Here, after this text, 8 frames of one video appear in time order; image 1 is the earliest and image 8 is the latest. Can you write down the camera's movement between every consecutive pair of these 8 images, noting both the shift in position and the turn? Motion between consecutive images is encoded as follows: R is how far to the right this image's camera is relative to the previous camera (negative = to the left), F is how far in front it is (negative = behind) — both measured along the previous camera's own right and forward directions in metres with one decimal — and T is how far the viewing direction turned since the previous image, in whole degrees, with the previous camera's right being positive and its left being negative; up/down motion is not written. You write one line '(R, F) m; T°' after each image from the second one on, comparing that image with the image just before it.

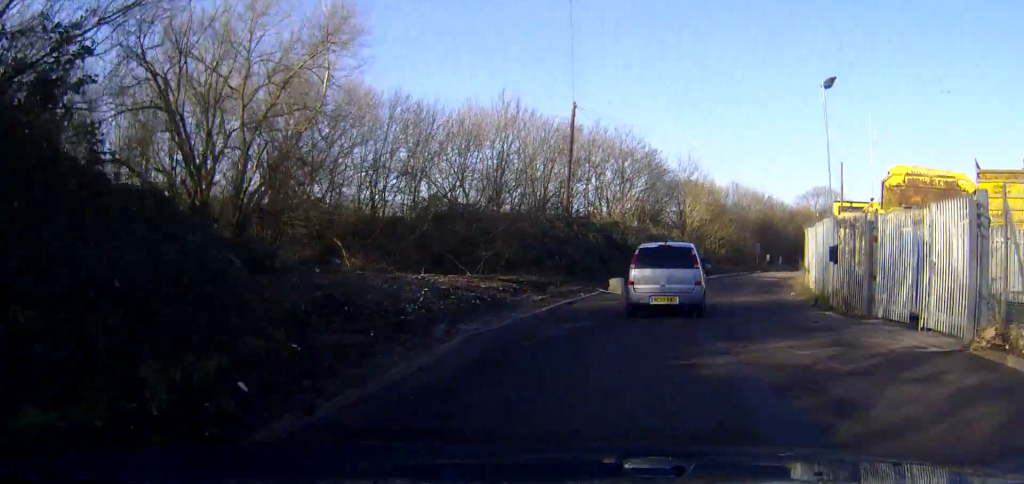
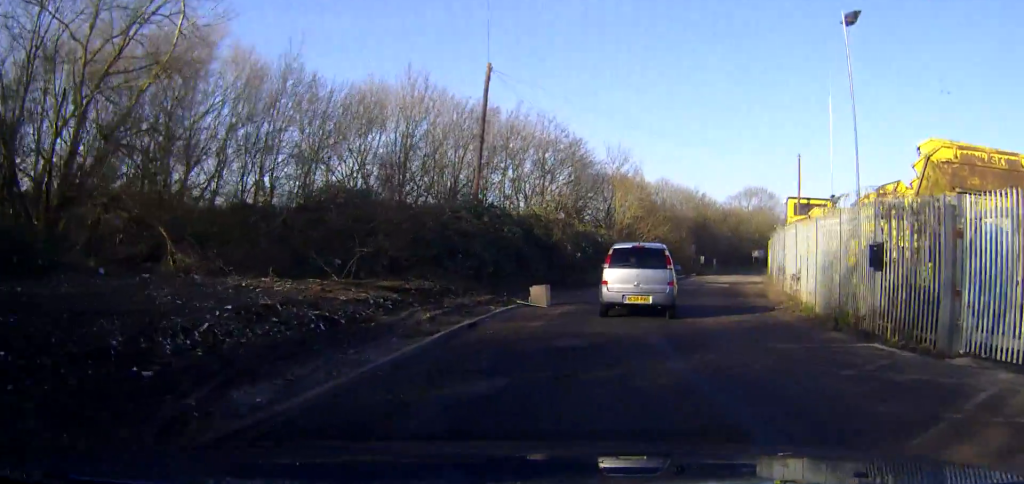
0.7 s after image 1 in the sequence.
(+0.5, +7.2) m; +7°
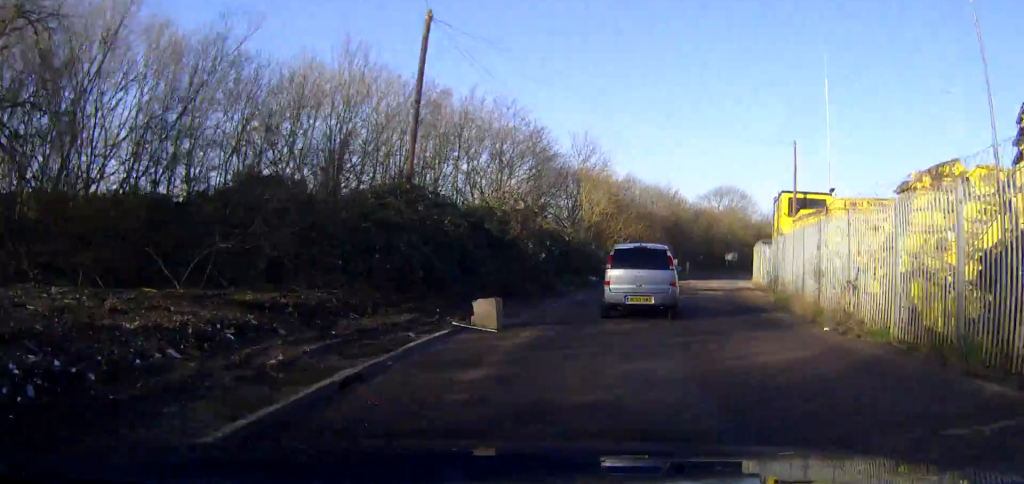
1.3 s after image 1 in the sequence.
(+0.2, +6.6) m; +6°
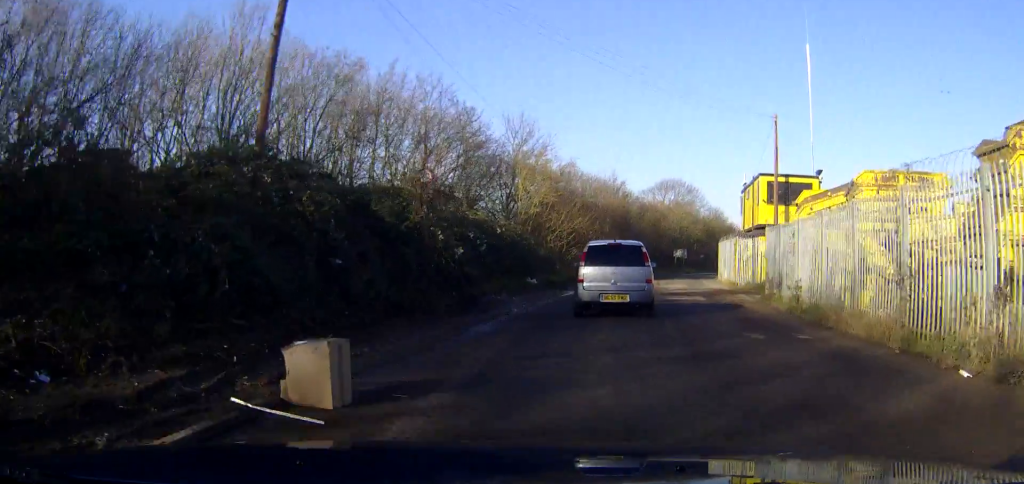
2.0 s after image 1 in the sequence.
(+0.5, +7.2) m; +4°
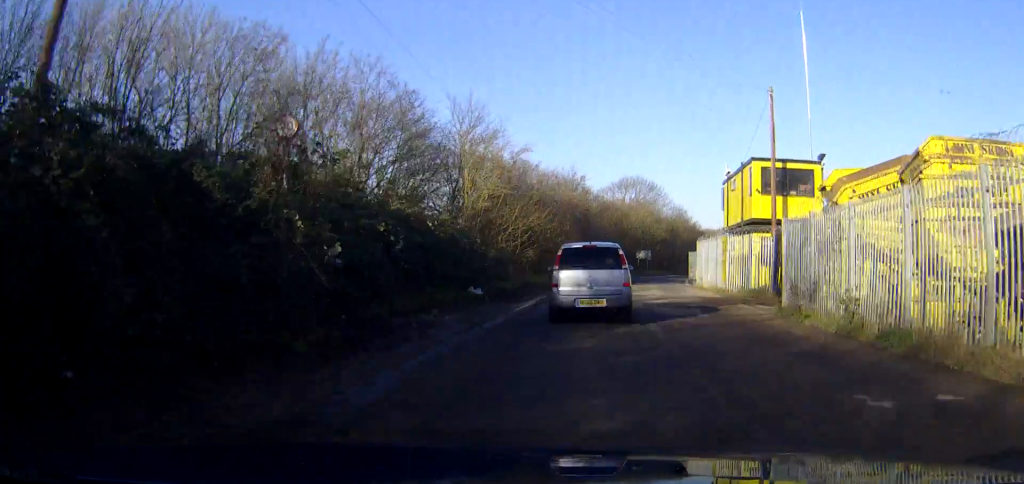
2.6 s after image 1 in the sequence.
(+0.2, +5.9) m; +3°
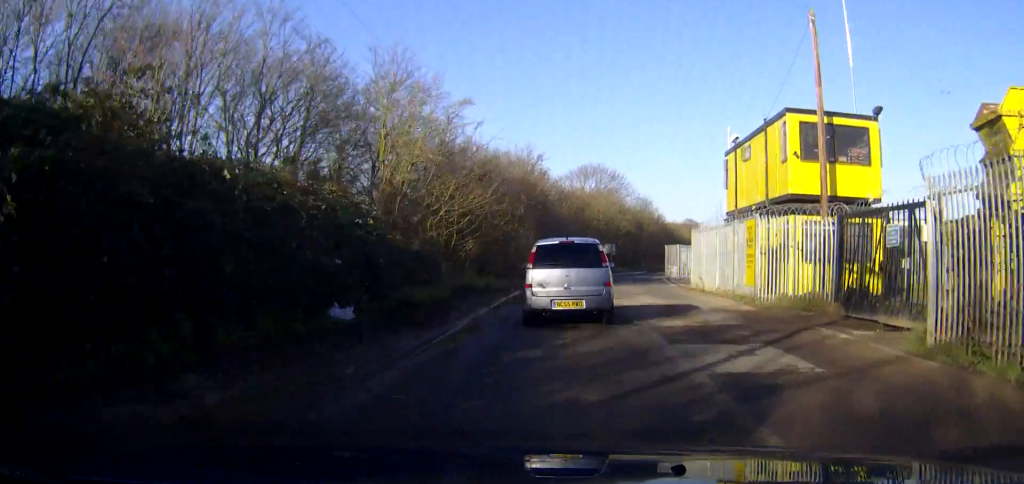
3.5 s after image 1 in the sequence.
(+0.3, +9.4) m; +4°
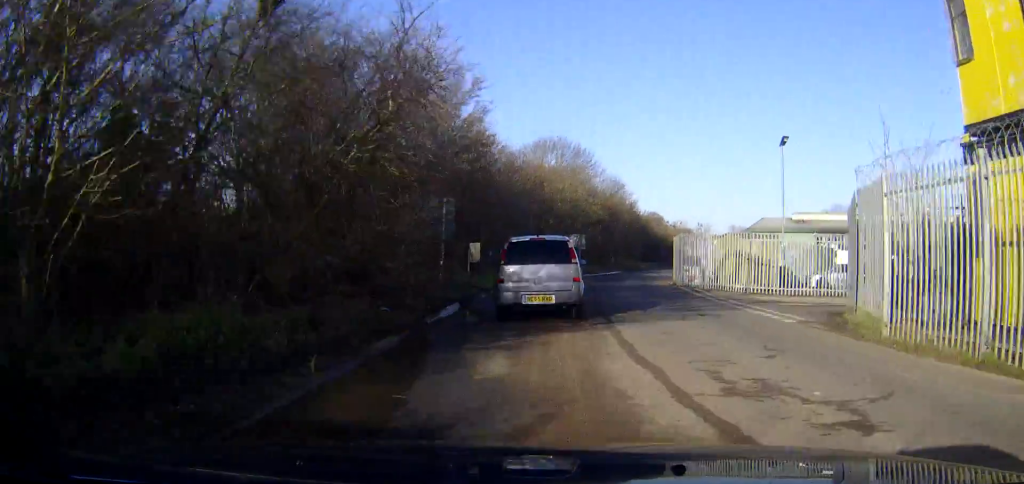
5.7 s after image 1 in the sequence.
(+1.2, +22.6) m; +7°
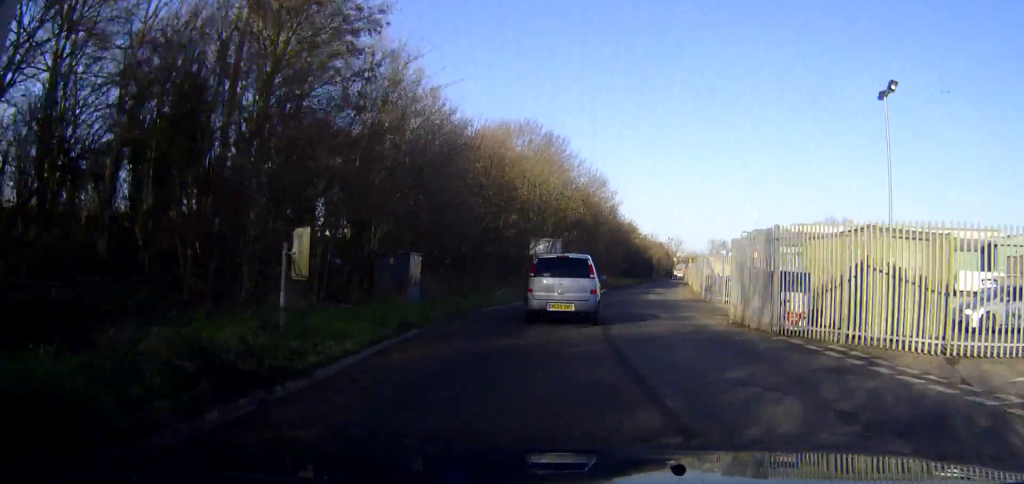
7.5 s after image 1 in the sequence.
(+1.3, +17.9) m; +6°
